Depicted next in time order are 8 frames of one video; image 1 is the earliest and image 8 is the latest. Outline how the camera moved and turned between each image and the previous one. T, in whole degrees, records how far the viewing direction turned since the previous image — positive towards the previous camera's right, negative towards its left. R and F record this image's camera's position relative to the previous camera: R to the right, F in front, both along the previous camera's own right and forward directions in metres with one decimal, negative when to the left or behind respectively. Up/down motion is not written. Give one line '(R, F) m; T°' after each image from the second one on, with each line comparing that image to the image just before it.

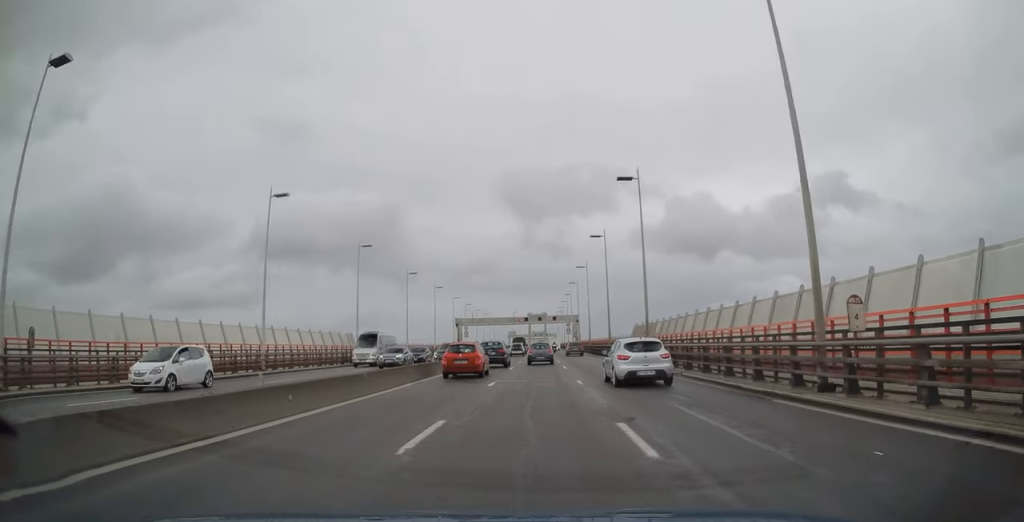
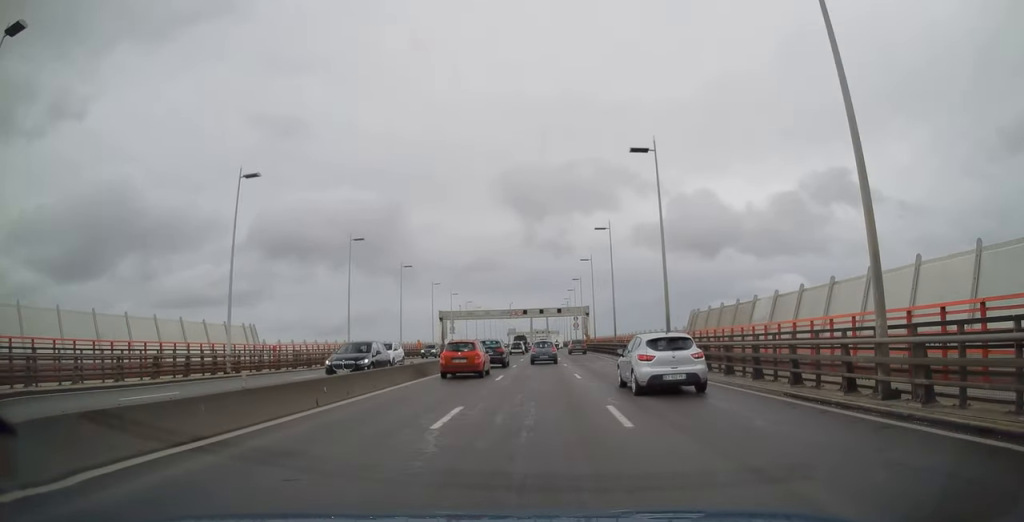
(-0.4, +23.3) m; -1°
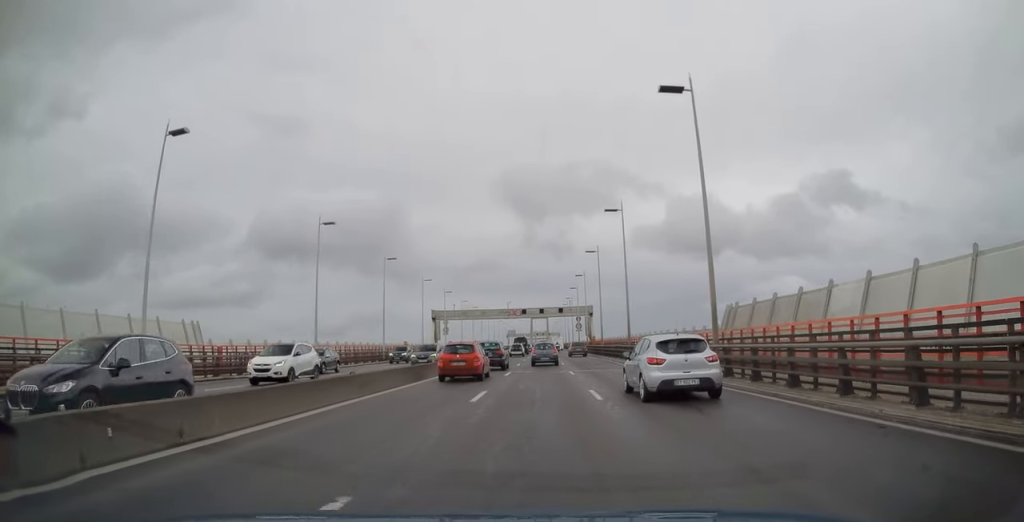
(0.0, +7.6) m; +1°
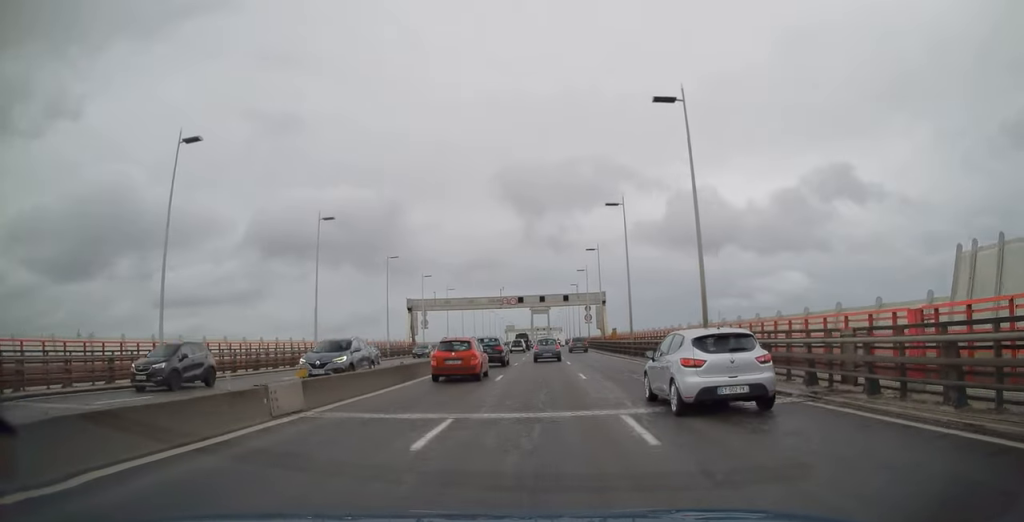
(+0.3, +19.1) m; +1°
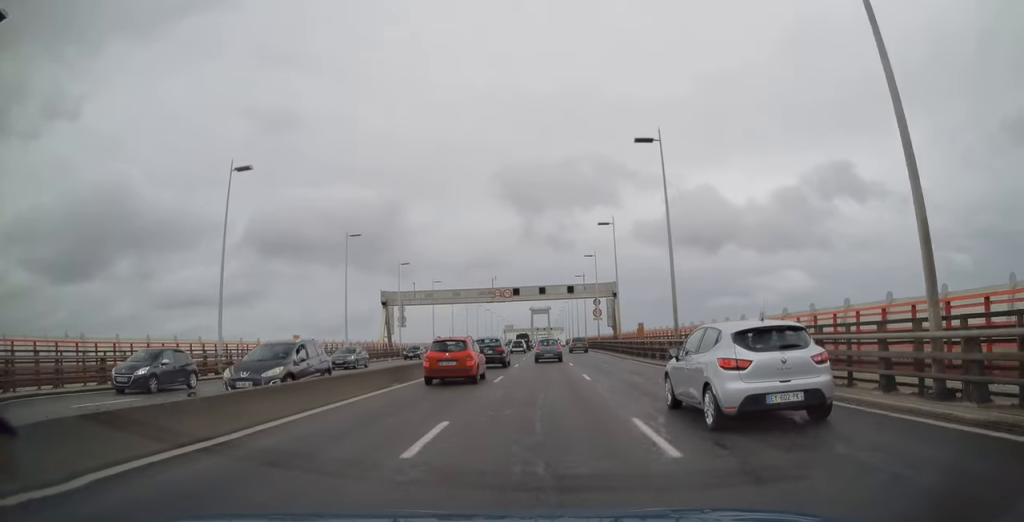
(0.0, +13.6) m; 0°
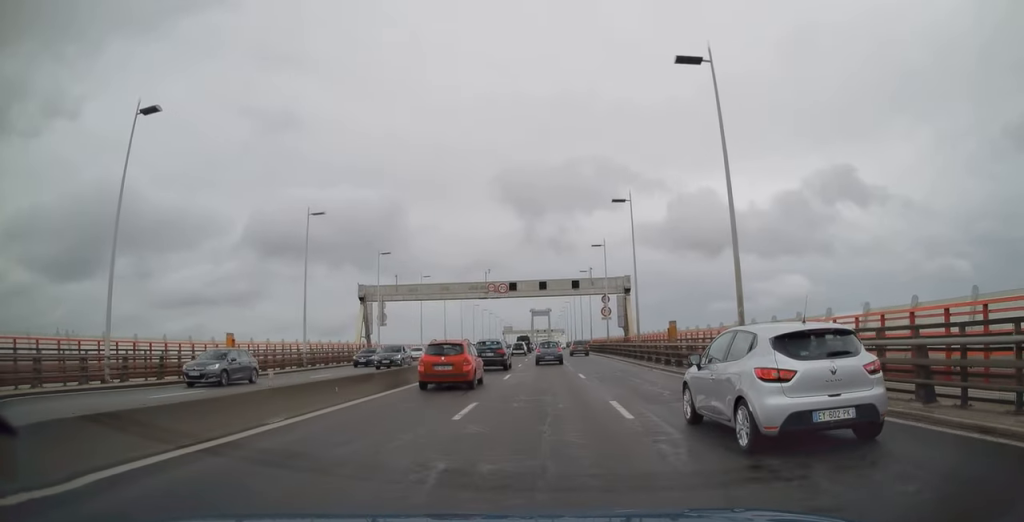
(-0.2, +9.1) m; -1°
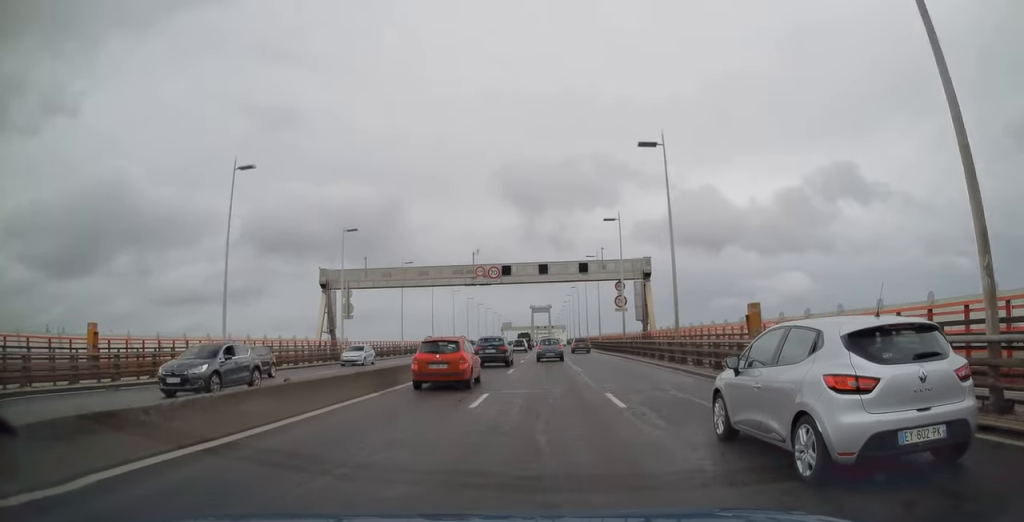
(0.0, +11.1) m; 0°
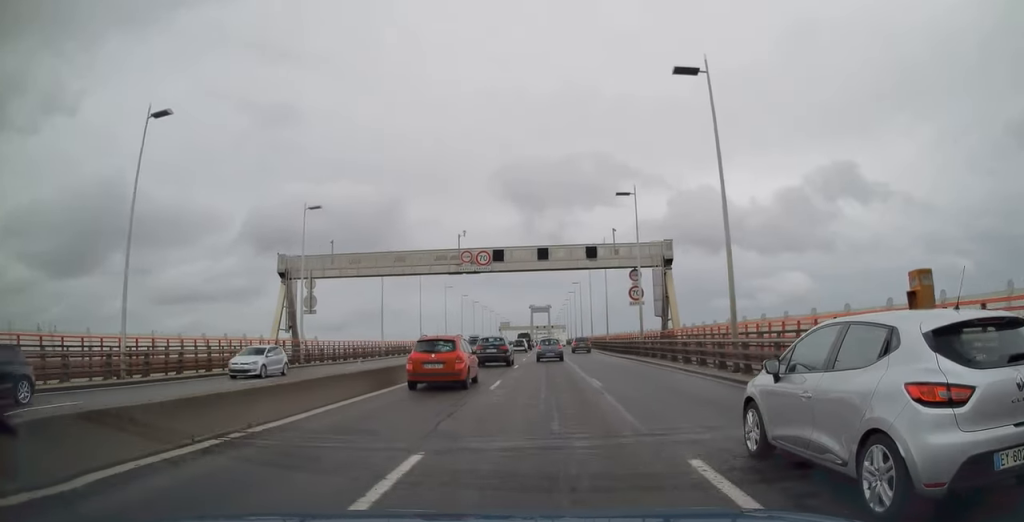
(0.0, +8.4) m; 0°
